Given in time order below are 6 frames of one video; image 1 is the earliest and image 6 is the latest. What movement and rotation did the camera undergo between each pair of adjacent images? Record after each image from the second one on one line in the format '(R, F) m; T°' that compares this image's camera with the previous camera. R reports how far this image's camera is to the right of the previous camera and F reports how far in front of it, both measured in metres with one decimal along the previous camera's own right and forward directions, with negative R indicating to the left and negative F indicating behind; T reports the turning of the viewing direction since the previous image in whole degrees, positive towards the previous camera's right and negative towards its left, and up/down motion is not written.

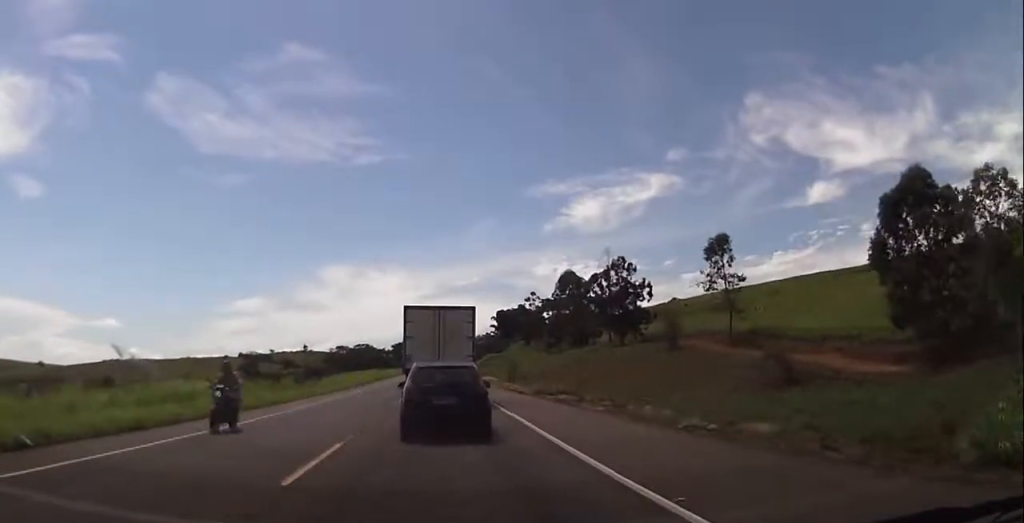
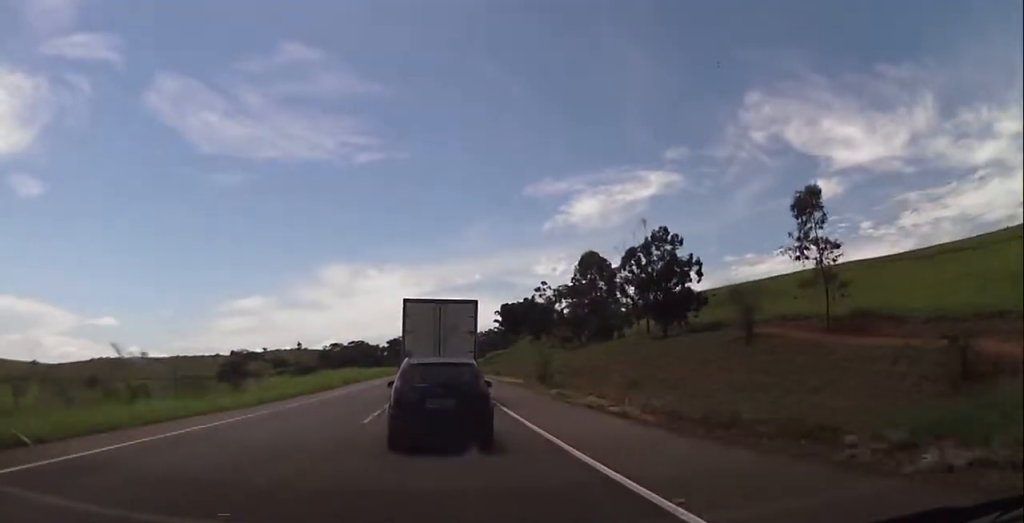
(0.0, +26.0) m; 0°
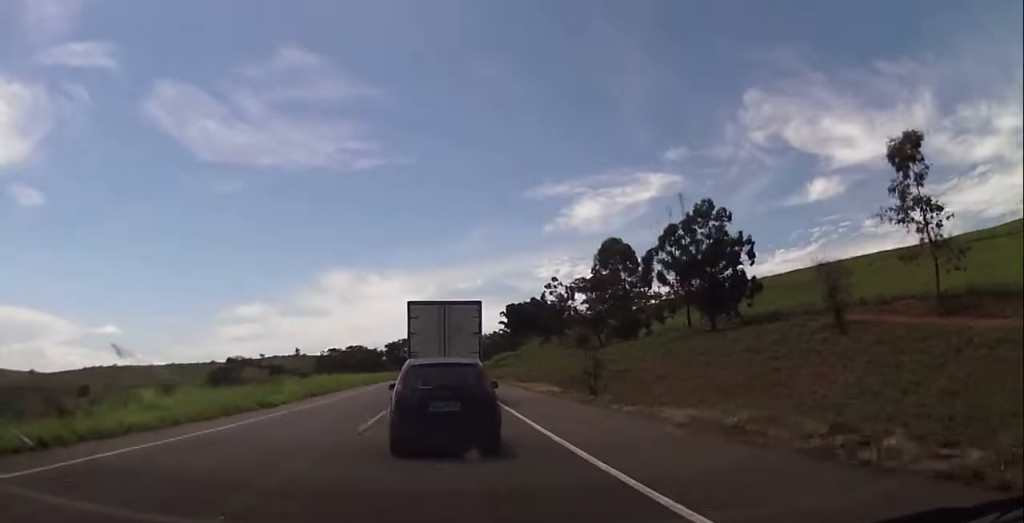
(+0.1, +18.1) m; +1°
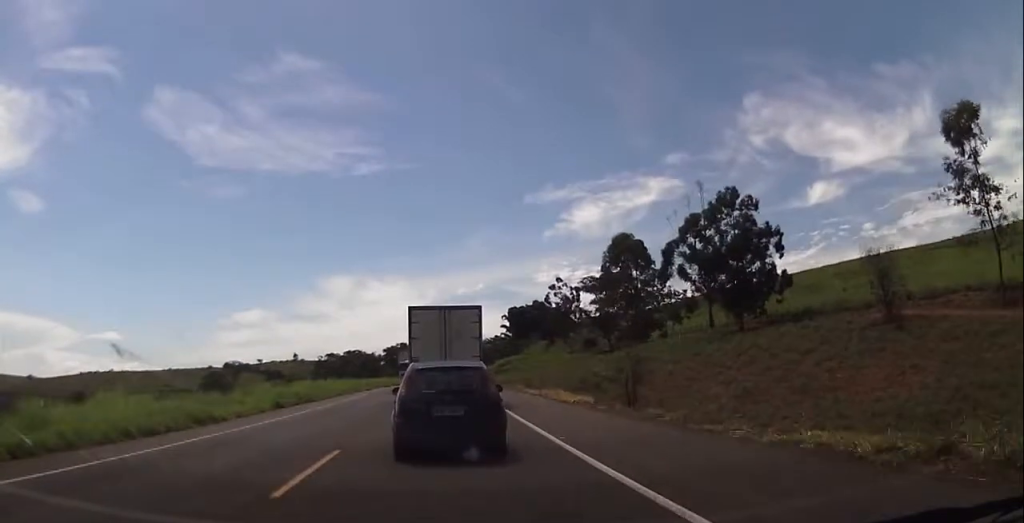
(+0.1, +7.9) m; 0°
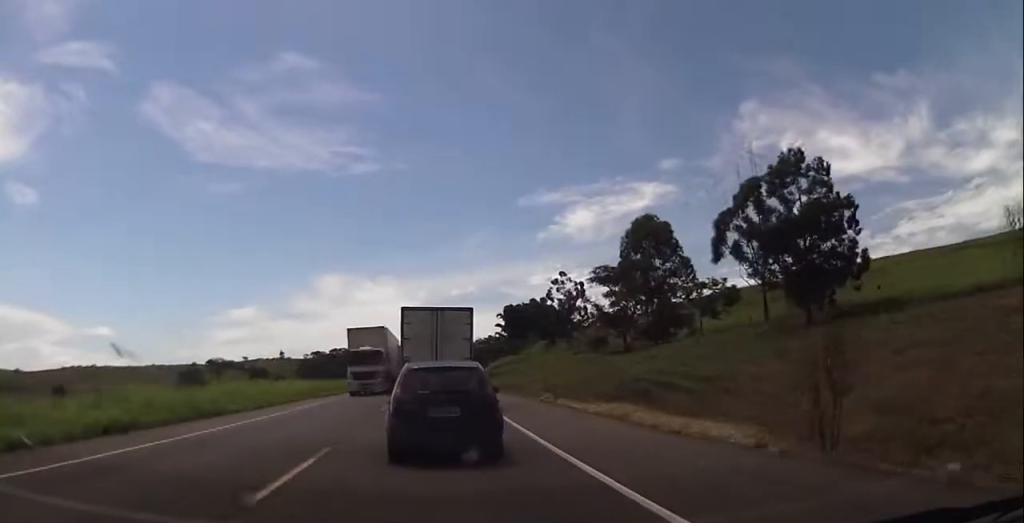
(0.0, +17.3) m; 0°
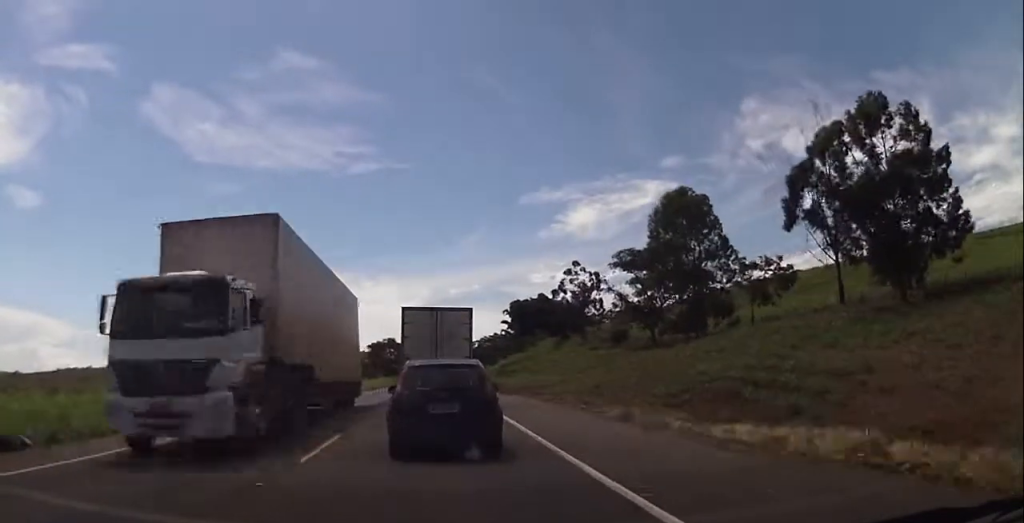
(0.0, +14.0) m; 0°
